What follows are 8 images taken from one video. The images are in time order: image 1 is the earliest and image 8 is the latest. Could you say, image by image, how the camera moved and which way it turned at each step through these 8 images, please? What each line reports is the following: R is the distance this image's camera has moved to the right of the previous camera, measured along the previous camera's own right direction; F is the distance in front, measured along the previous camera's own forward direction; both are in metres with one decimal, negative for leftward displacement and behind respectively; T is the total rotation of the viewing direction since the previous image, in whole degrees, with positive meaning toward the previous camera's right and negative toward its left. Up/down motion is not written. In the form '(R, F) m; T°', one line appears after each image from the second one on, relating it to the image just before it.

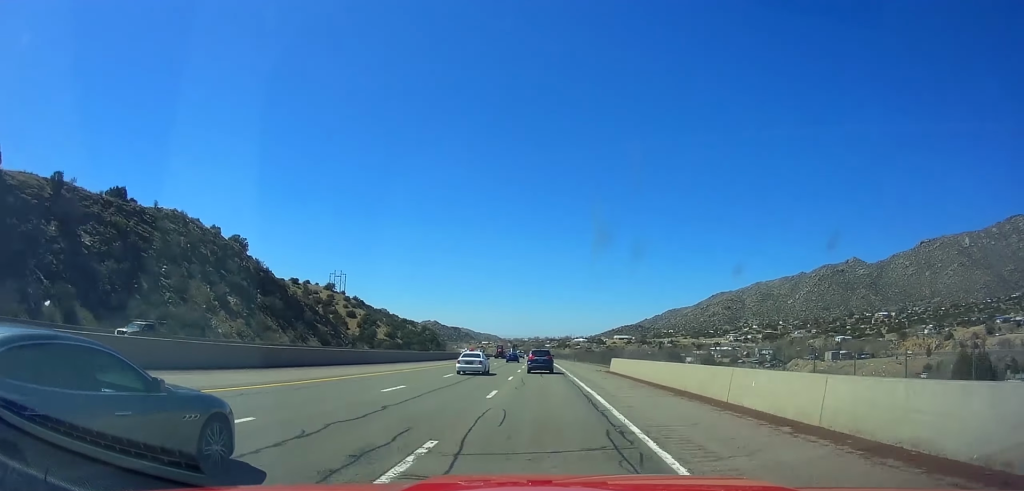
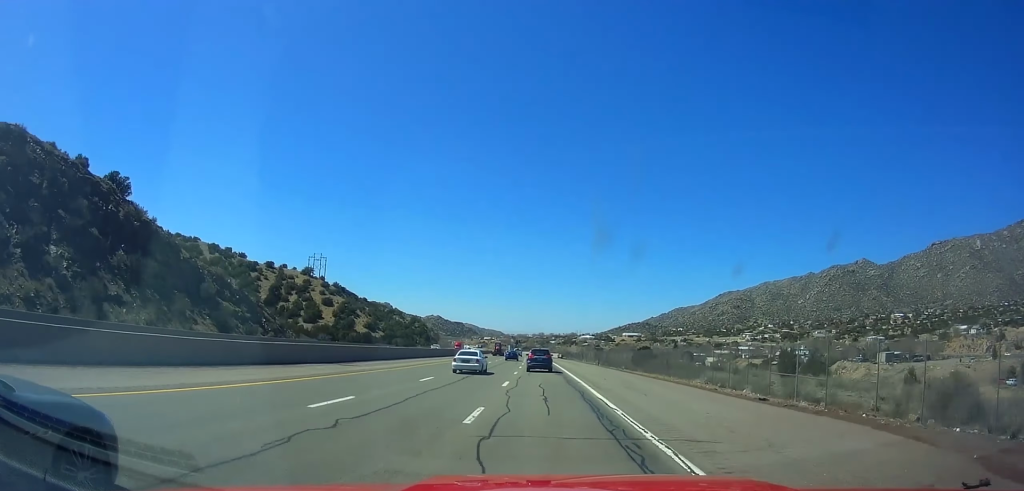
(-0.3, +43.2) m; 0°
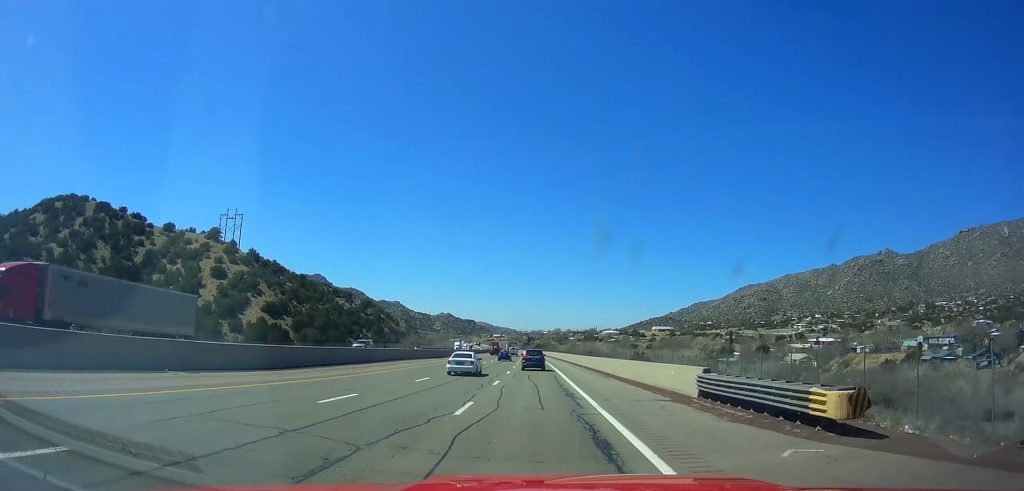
(-0.4, +110.1) m; -1°
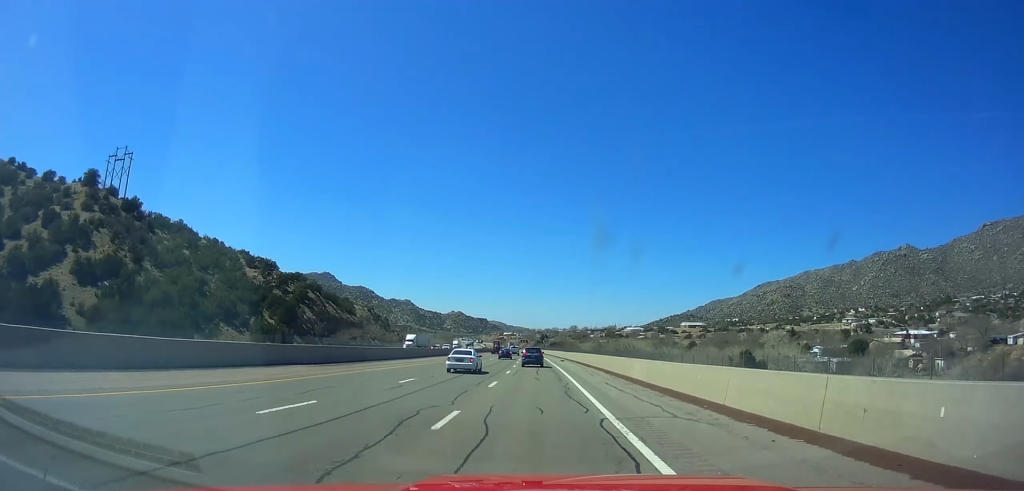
(-1.0, +77.3) m; -1°
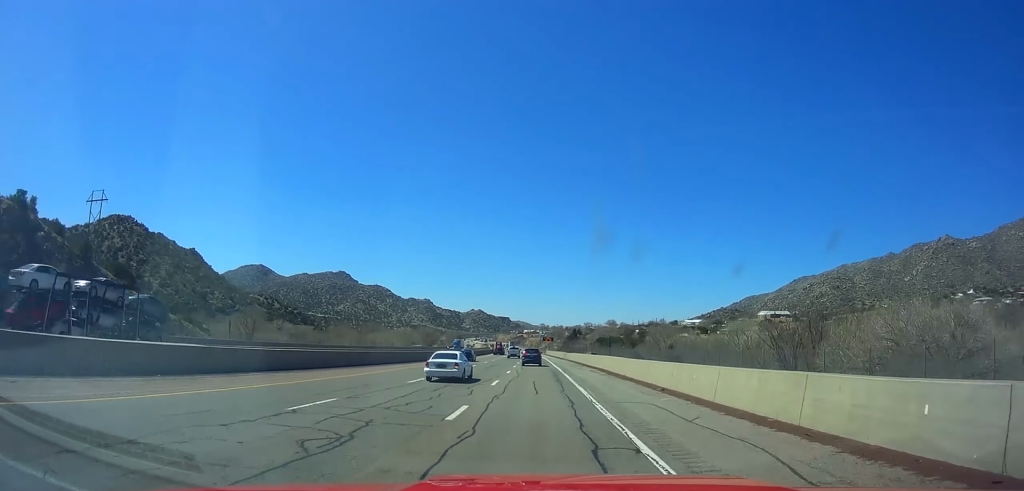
(-3.7, +156.2) m; -3°
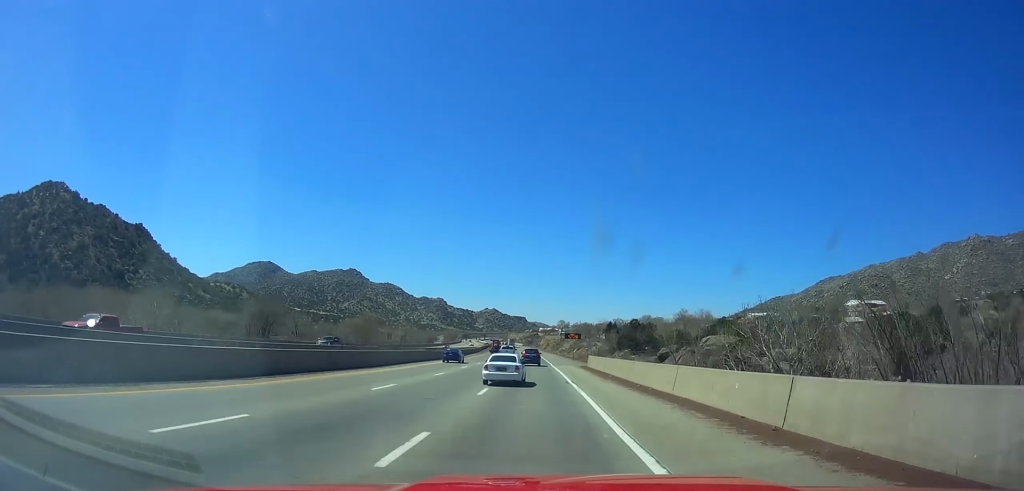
(-2.0, +113.4) m; -2°
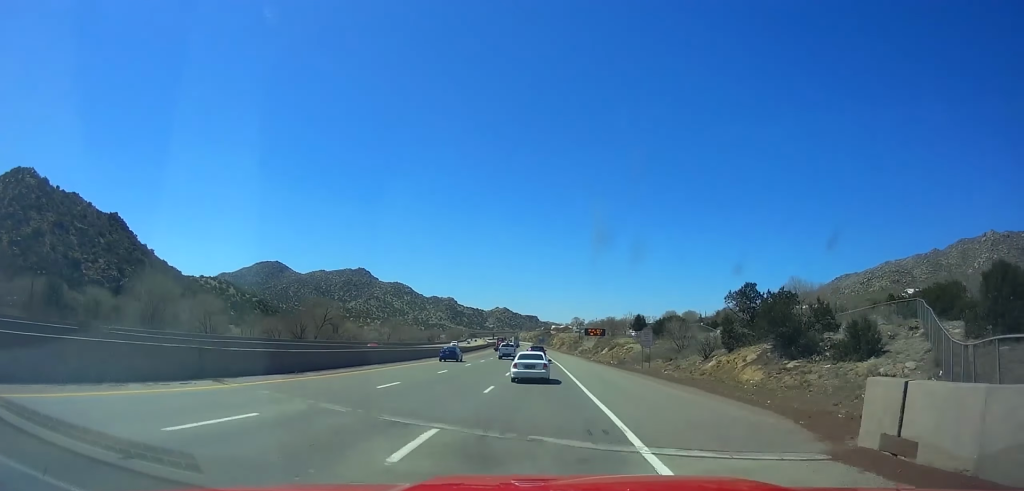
(-0.3, +48.2) m; -1°
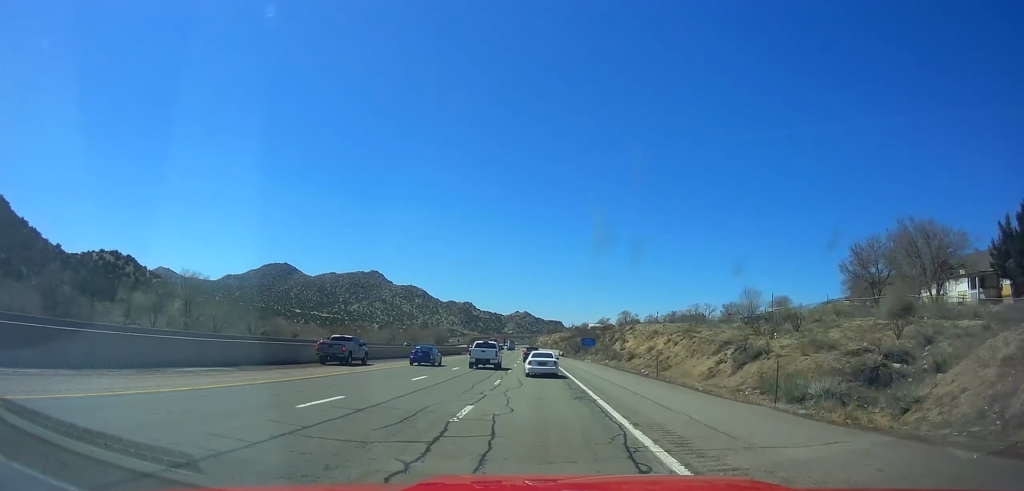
(-5.3, +178.5) m; -3°
